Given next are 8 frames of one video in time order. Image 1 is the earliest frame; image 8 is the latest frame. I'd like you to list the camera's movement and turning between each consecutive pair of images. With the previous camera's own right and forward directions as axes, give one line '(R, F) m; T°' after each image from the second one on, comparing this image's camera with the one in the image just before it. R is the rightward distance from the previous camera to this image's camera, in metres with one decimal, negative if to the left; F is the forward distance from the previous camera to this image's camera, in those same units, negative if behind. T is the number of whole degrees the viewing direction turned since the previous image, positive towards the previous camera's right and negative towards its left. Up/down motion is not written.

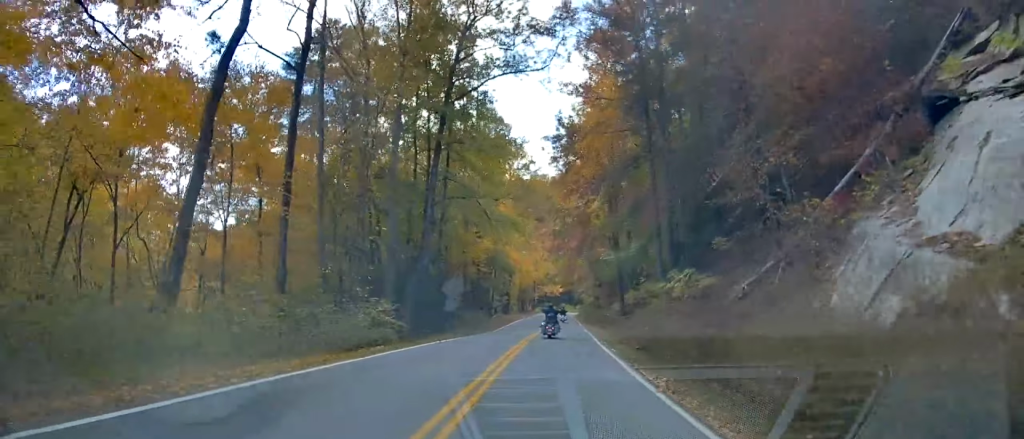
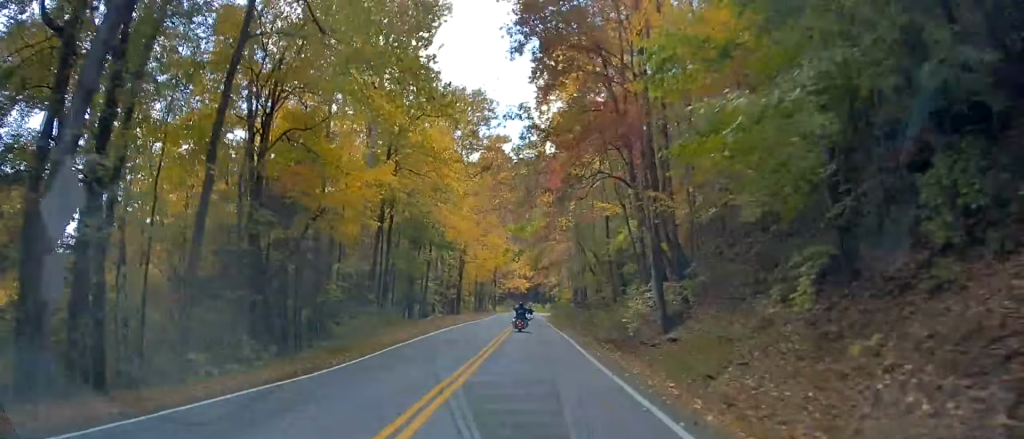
(+1.1, +30.4) m; +1°
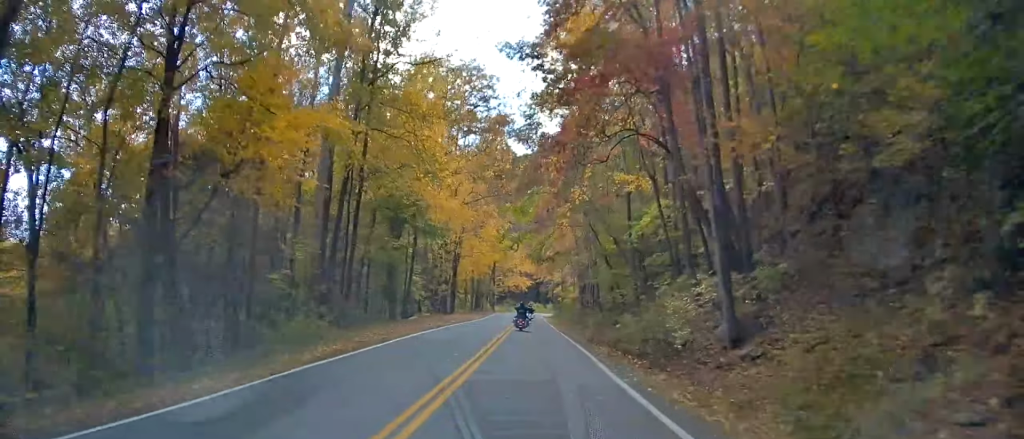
(-0.1, +8.9) m; 0°
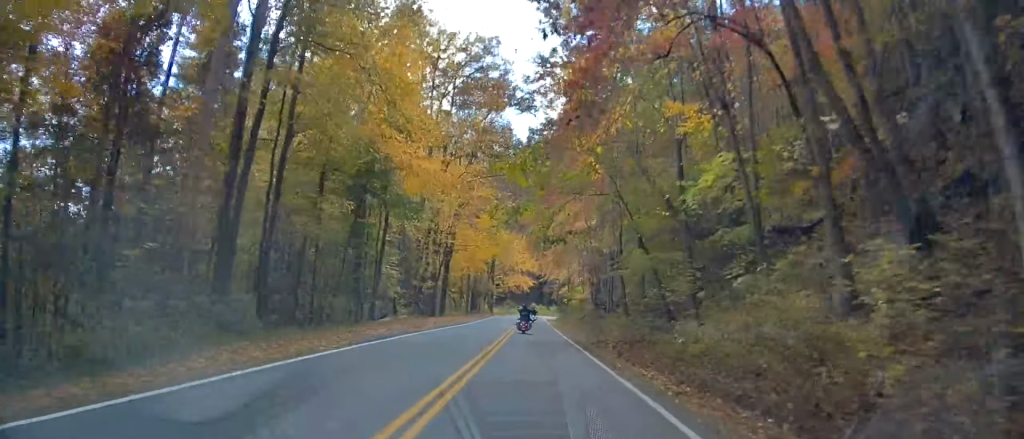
(-0.2, +11.0) m; 0°
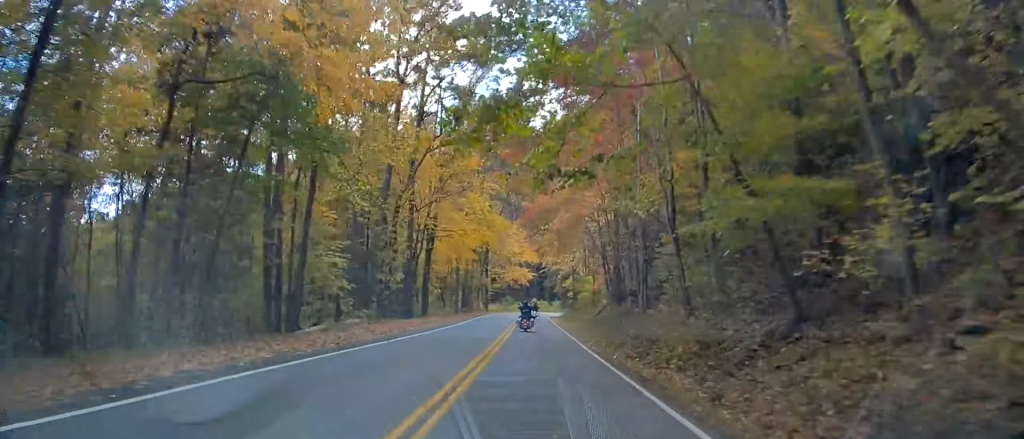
(+0.1, +12.6) m; +1°
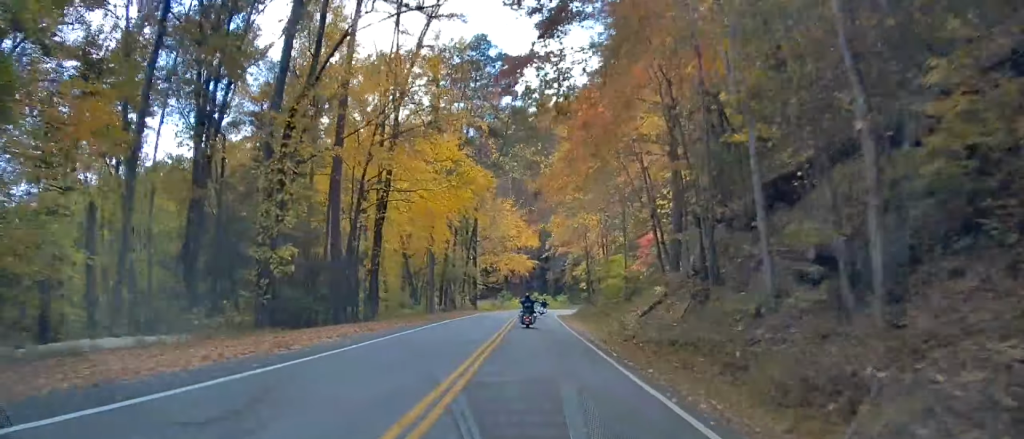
(+0.3, +20.3) m; +1°
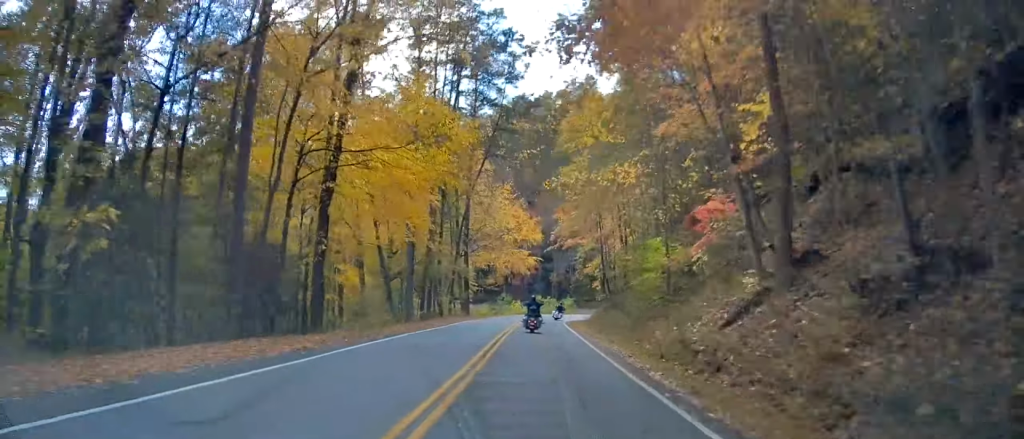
(+0.2, +11.8) m; 0°
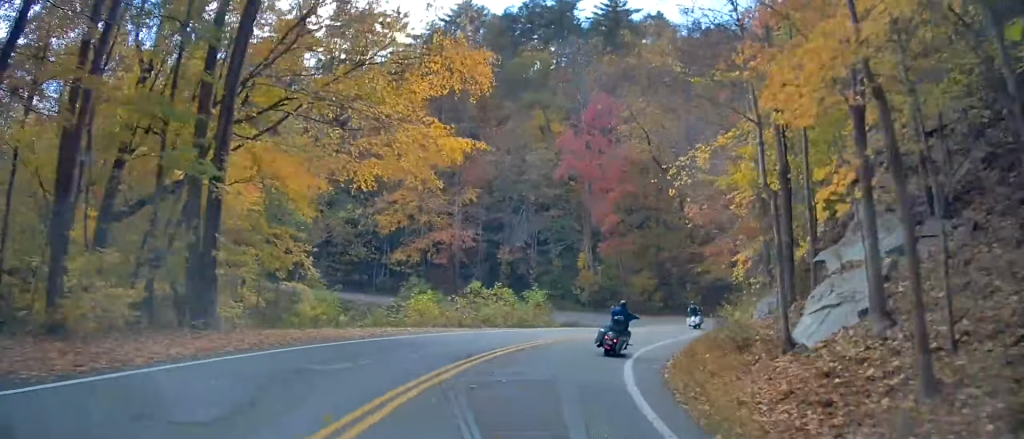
(-0.4, +46.5) m; +5°
